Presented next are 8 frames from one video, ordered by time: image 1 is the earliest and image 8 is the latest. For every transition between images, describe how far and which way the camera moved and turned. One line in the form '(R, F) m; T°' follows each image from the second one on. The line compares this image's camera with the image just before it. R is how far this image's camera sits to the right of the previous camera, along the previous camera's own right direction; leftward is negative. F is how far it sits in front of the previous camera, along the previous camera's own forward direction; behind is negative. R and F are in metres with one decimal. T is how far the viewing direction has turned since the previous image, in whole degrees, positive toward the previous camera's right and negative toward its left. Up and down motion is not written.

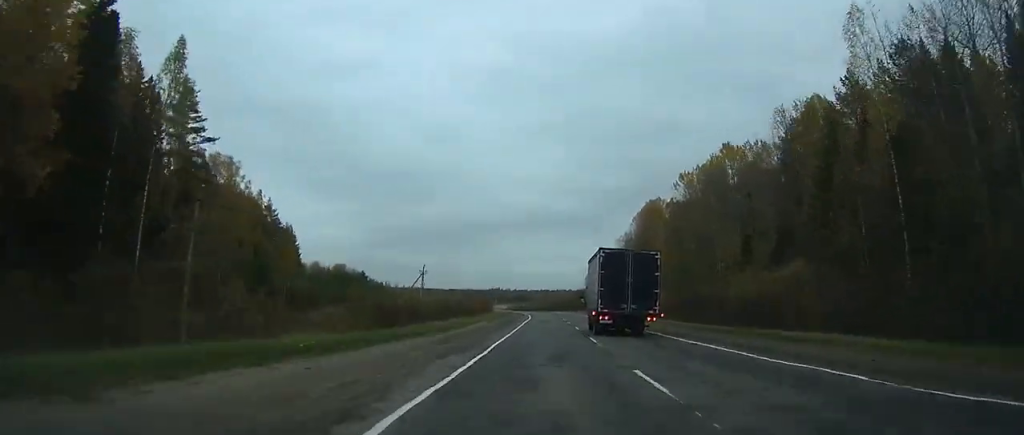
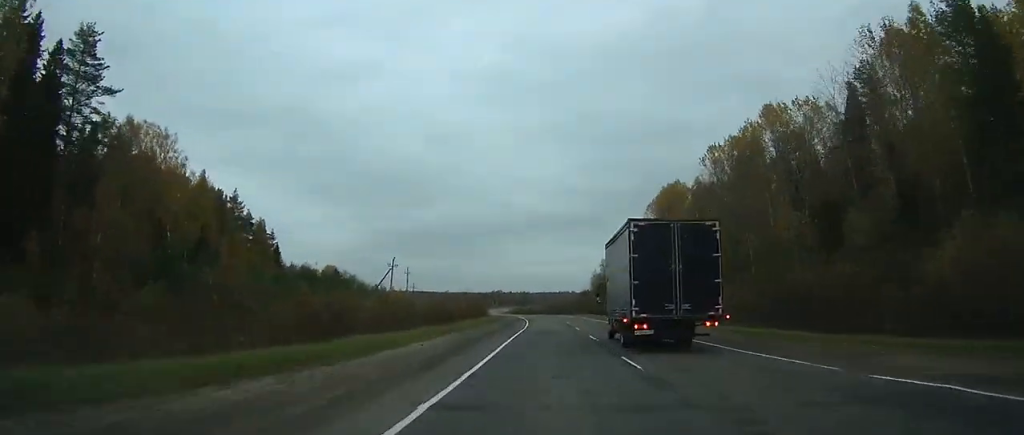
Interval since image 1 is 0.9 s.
(0.0, +21.7) m; 0°
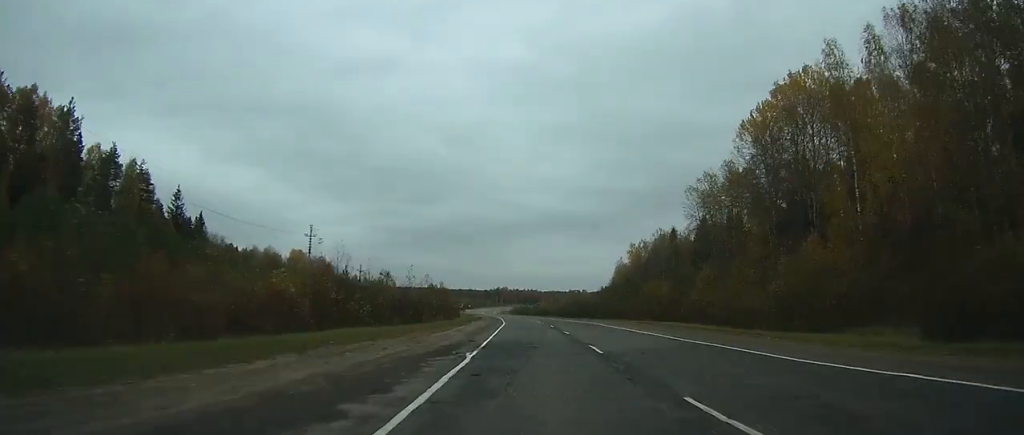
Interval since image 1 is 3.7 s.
(-0.3, +64.1) m; -2°
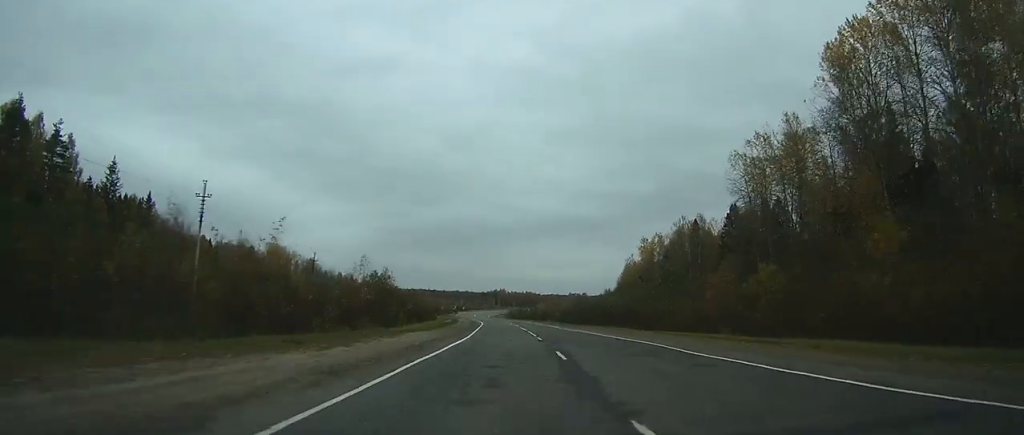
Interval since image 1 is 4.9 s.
(-0.3, +25.2) m; -1°
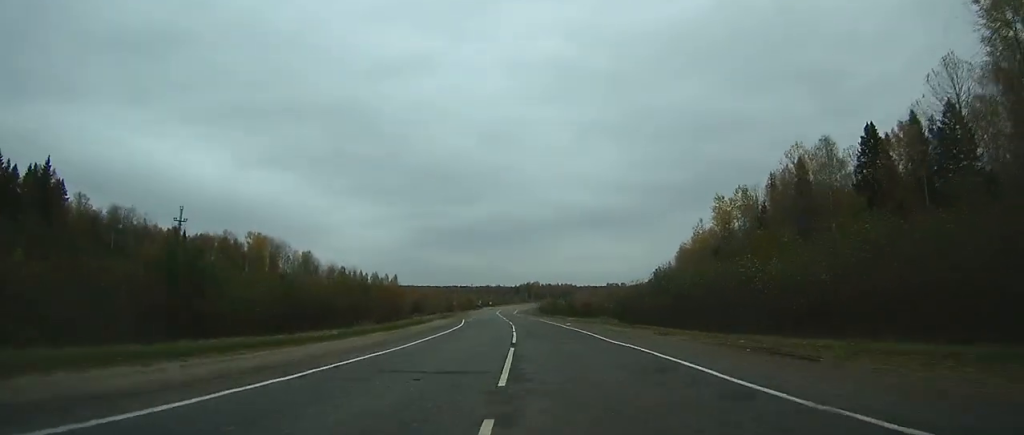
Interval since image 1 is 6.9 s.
(-1.2, +45.8) m; -3°
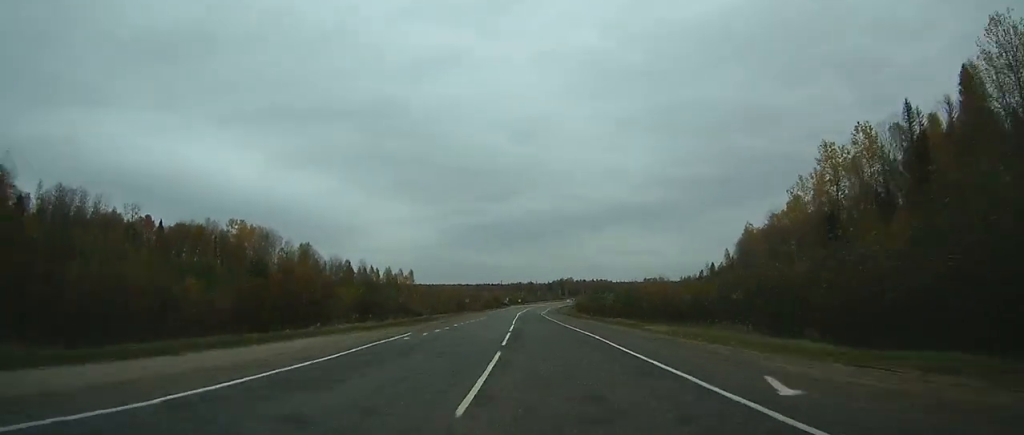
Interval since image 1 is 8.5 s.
(-0.8, +36.8) m; -2°
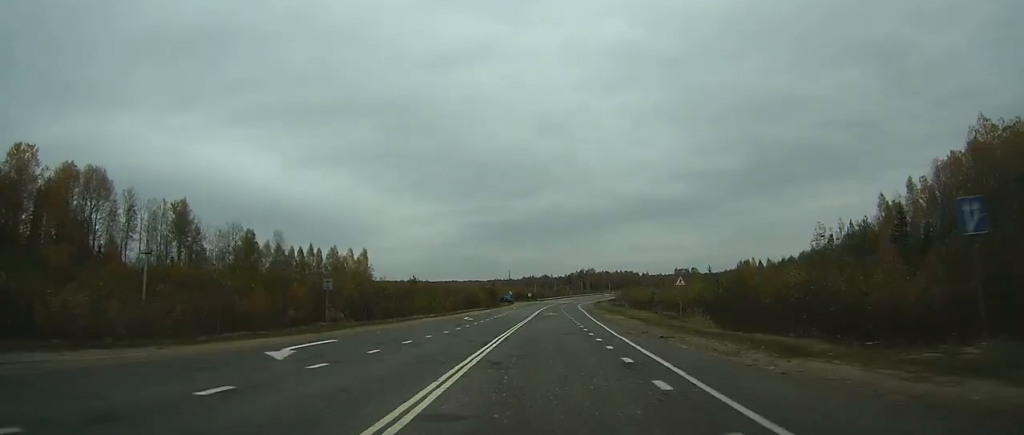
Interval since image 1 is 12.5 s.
(-2.3, +98.9) m; -1°
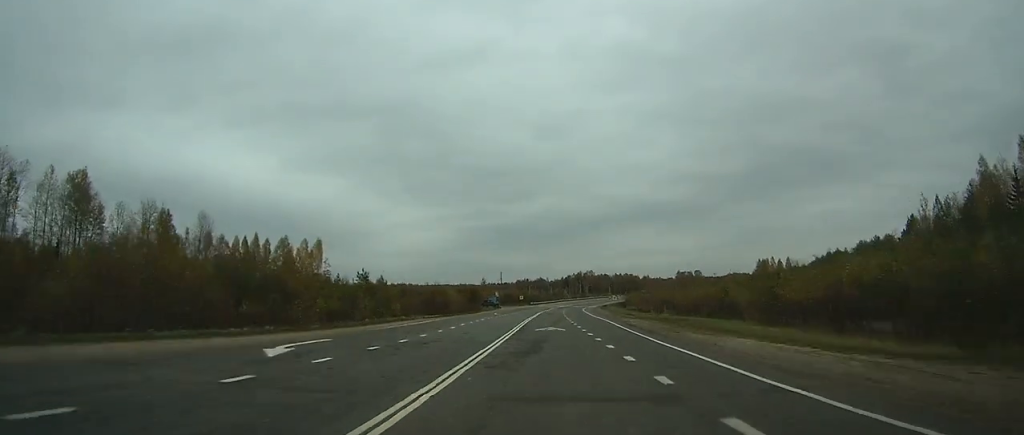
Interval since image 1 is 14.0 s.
(+0.1, +35.4) m; +1°
